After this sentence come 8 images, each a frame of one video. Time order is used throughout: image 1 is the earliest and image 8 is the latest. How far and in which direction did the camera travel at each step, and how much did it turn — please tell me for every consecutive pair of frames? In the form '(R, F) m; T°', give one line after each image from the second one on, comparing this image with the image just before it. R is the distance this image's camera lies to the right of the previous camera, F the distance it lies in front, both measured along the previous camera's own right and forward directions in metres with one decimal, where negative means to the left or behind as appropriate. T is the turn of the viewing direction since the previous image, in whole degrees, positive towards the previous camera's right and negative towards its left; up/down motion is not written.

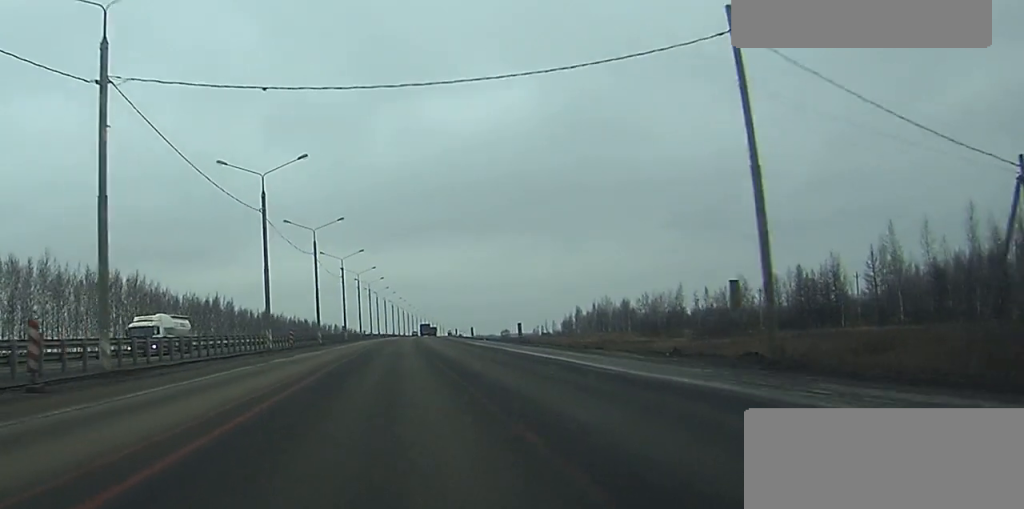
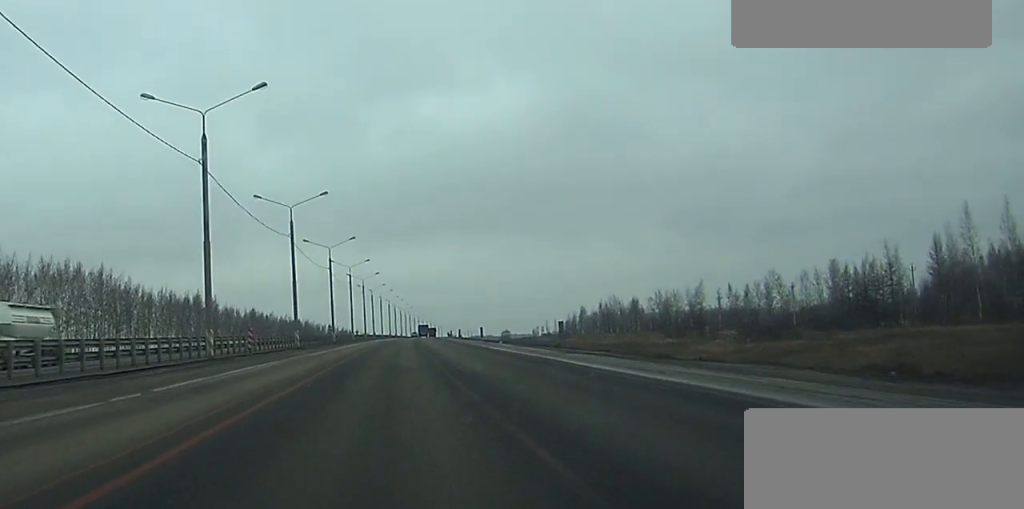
(0.0, +18.2) m; 0°
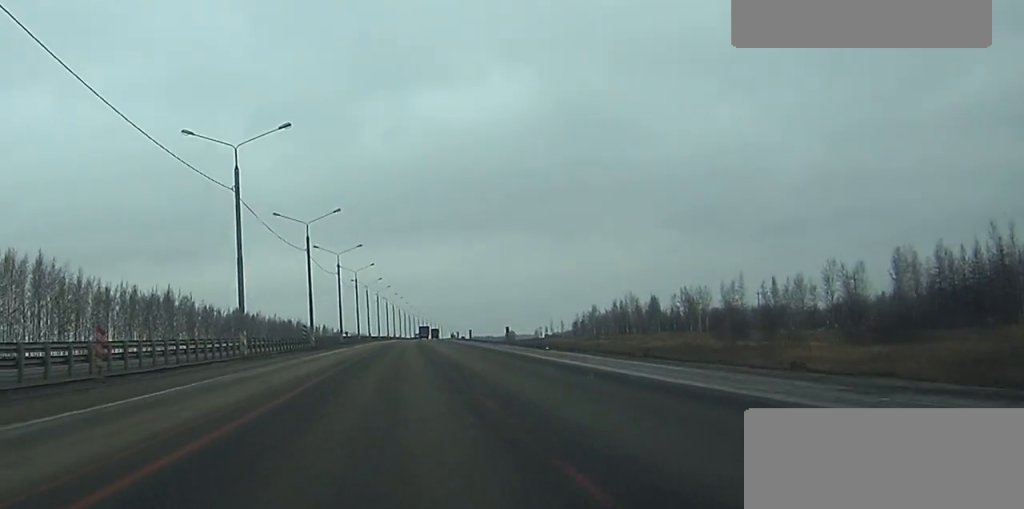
(0.0, +25.7) m; 0°
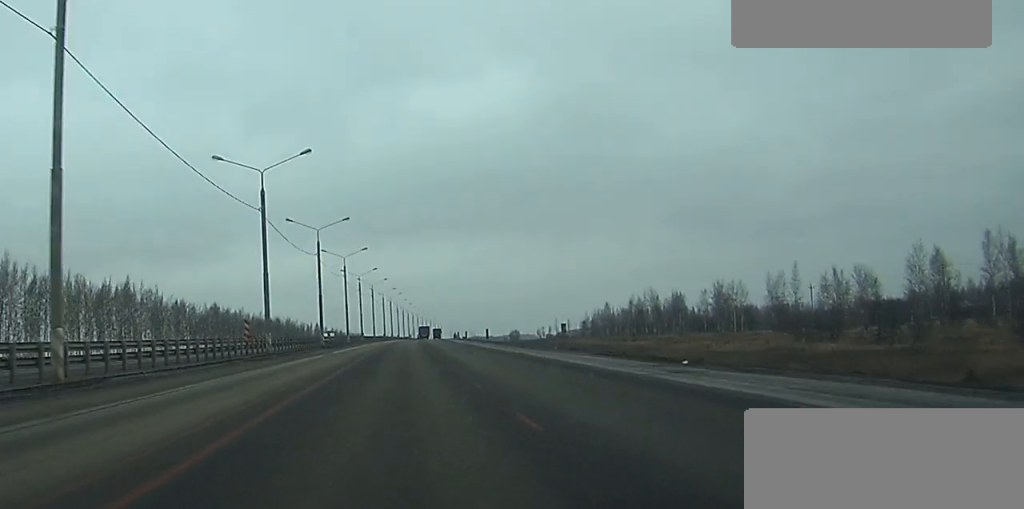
(0.0, +26.8) m; 0°
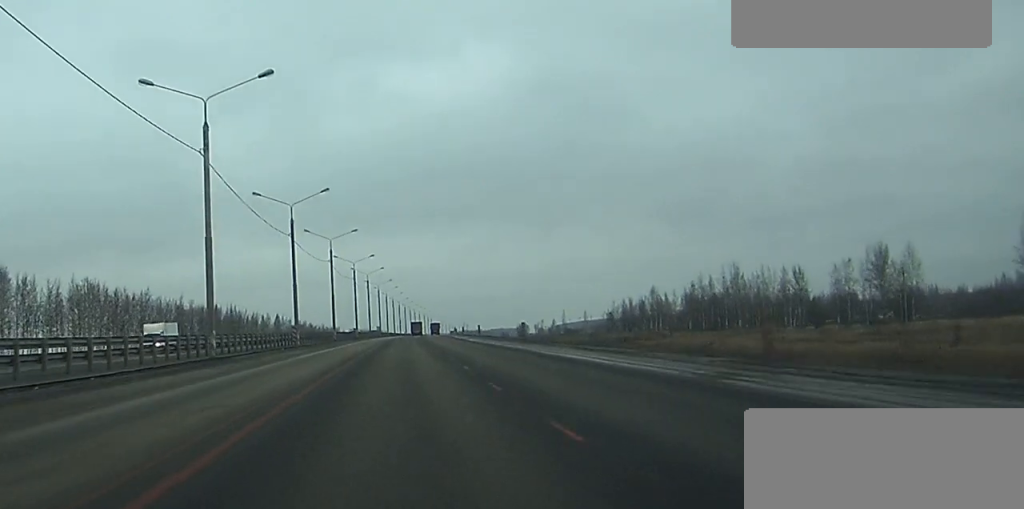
(+0.9, +82.0) m; +1°
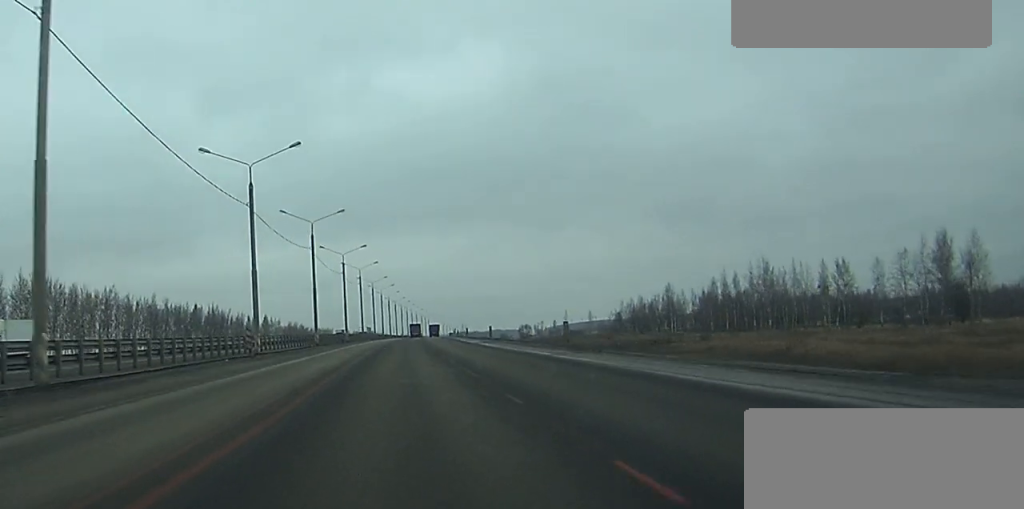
(0.0, +18.7) m; 0°
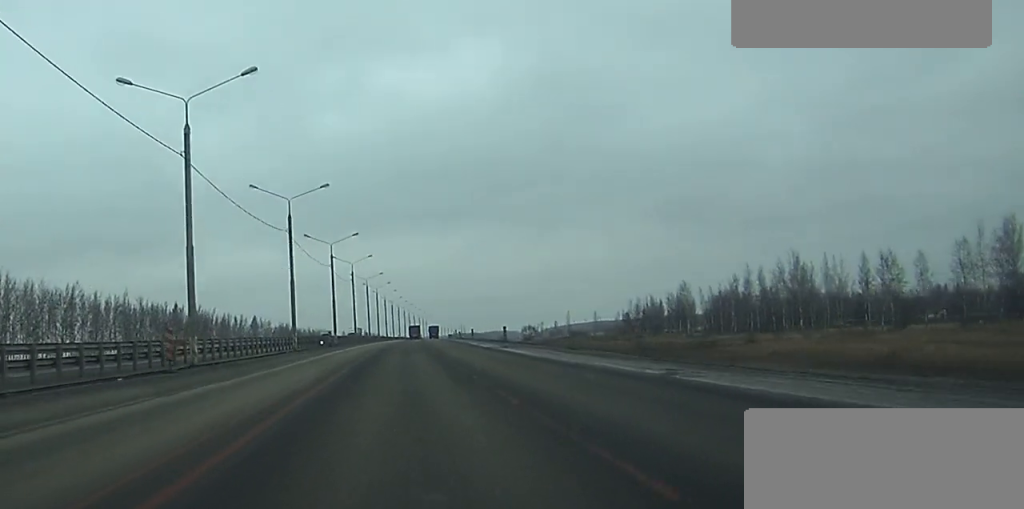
(0.0, +16.0) m; 0°
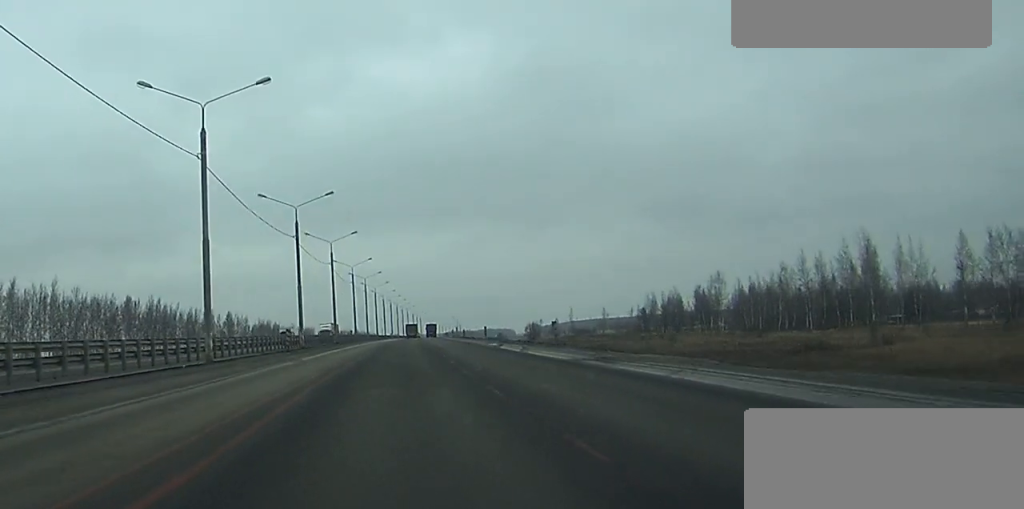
(+0.1, +30.1) m; 0°
